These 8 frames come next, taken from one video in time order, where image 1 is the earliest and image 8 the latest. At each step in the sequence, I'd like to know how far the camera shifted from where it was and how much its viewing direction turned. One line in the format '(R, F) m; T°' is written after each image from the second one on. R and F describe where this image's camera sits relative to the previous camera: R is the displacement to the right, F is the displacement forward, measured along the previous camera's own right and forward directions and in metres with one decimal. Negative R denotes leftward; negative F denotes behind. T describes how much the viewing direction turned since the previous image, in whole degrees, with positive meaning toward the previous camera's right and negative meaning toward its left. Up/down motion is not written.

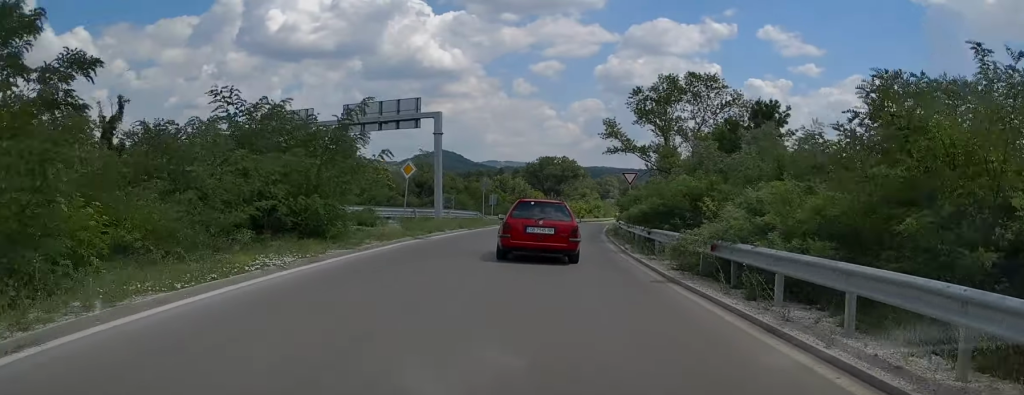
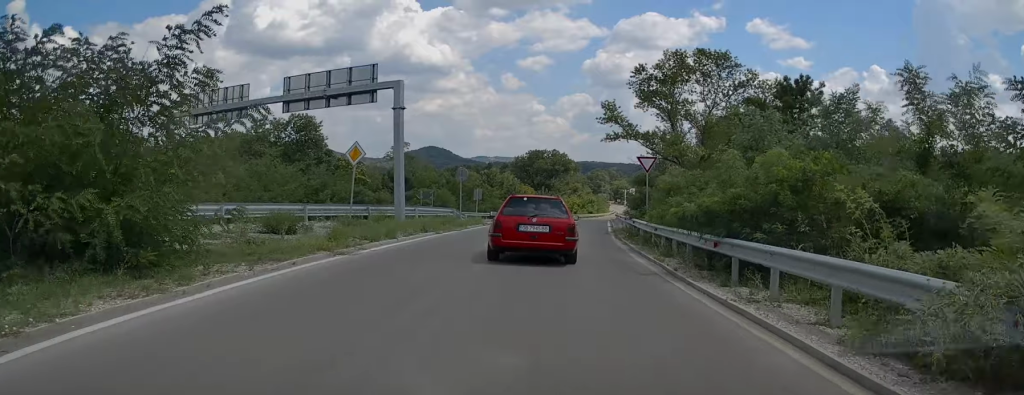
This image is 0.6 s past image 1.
(+0.1, +7.7) m; +2°
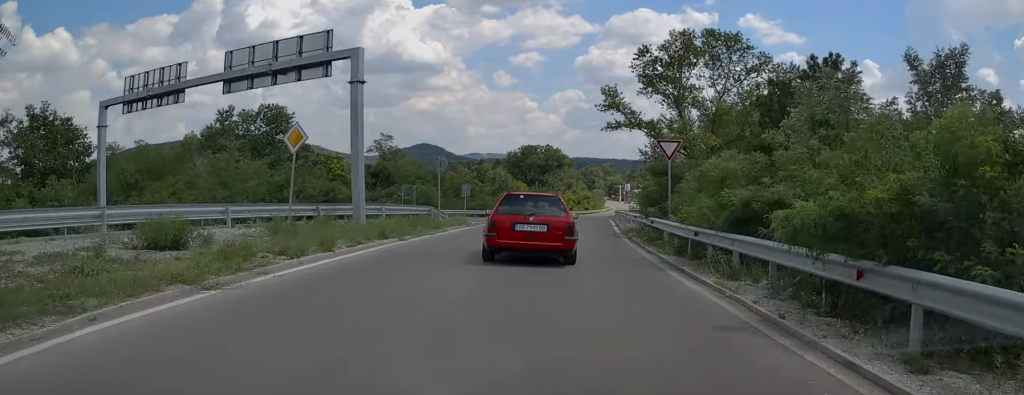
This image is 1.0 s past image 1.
(0.0, +5.4) m; +1°
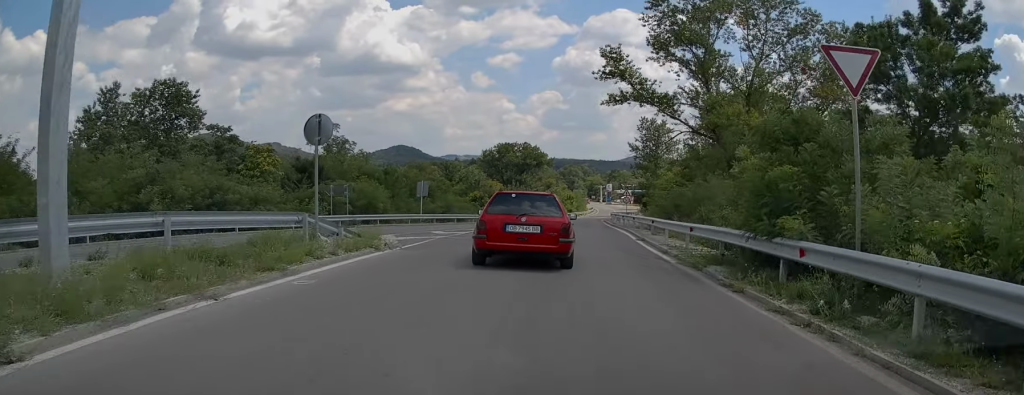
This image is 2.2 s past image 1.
(+0.6, +13.7) m; +3°
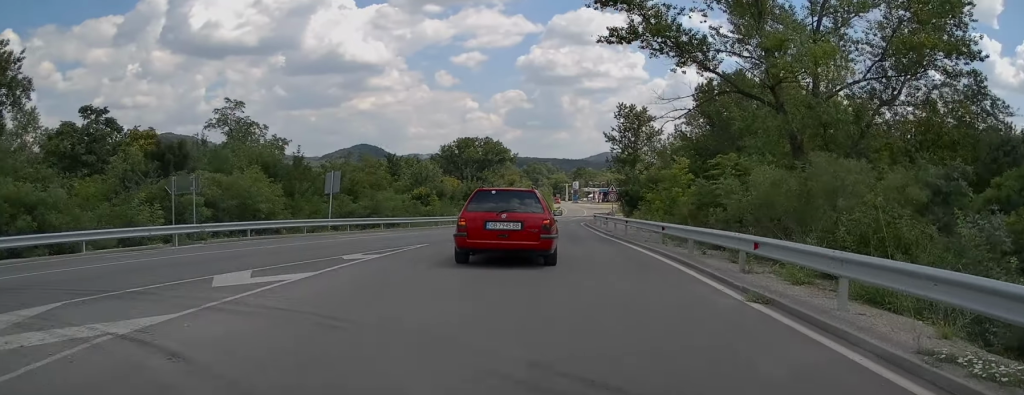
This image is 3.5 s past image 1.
(0.0, +14.0) m; +2°
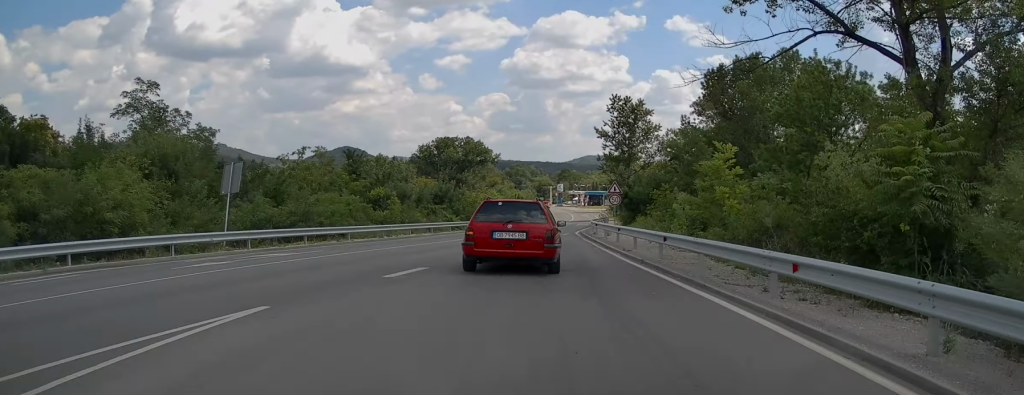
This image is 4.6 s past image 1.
(+0.3, +10.0) m; +1°
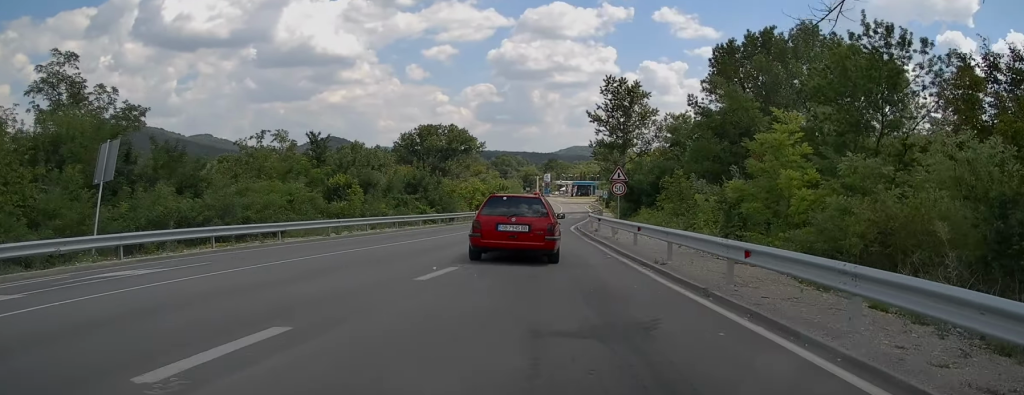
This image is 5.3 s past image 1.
(-0.1, +7.0) m; 0°
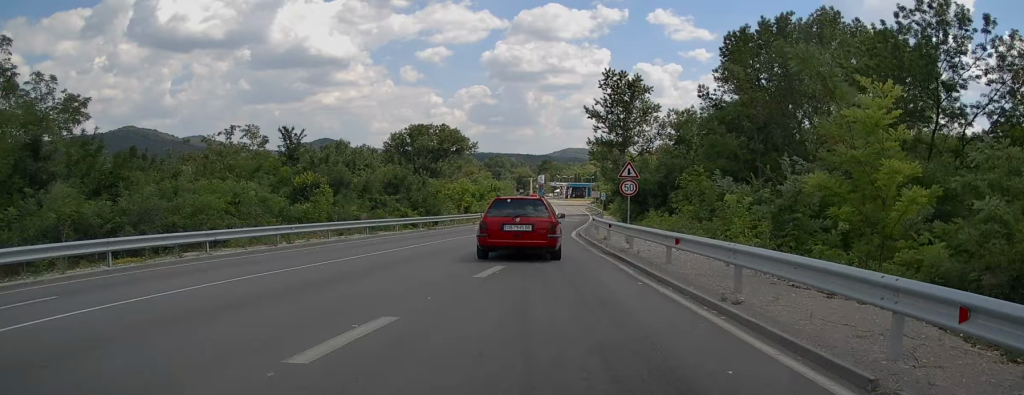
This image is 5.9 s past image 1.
(0.0, +4.9) m; +1°
